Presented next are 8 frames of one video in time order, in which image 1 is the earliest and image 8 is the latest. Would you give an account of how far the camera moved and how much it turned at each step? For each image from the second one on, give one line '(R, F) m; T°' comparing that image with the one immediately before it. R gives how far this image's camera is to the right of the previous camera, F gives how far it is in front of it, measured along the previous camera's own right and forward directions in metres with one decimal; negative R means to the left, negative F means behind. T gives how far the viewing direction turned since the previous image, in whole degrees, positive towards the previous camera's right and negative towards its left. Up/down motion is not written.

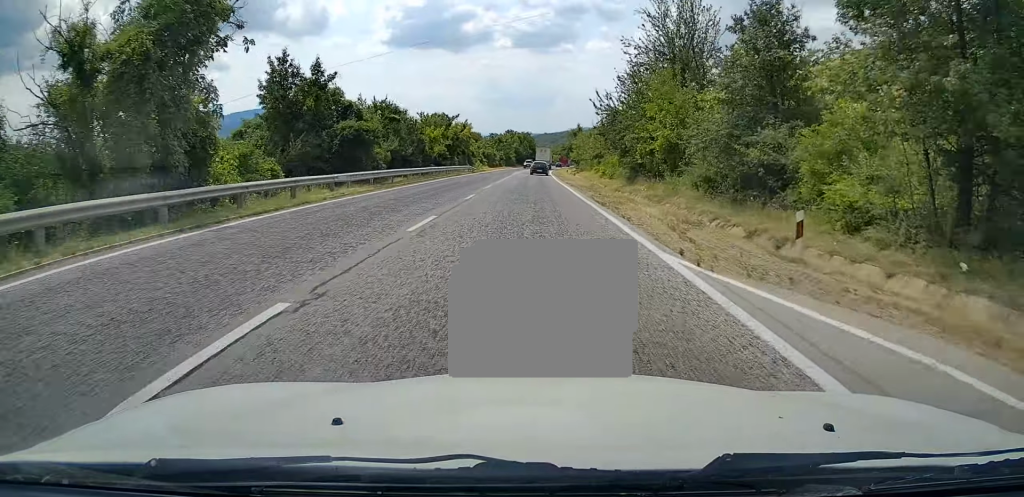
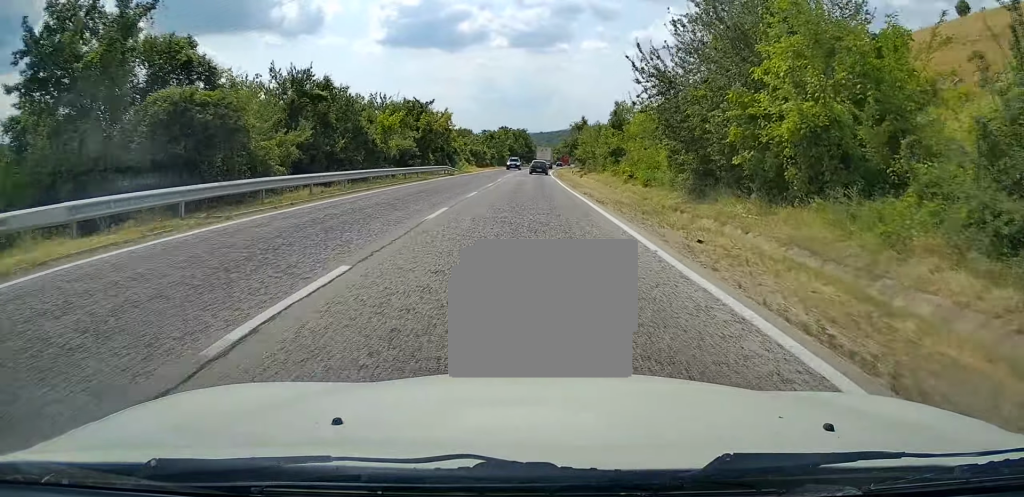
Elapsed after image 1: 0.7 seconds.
(0.0, +16.3) m; 0°
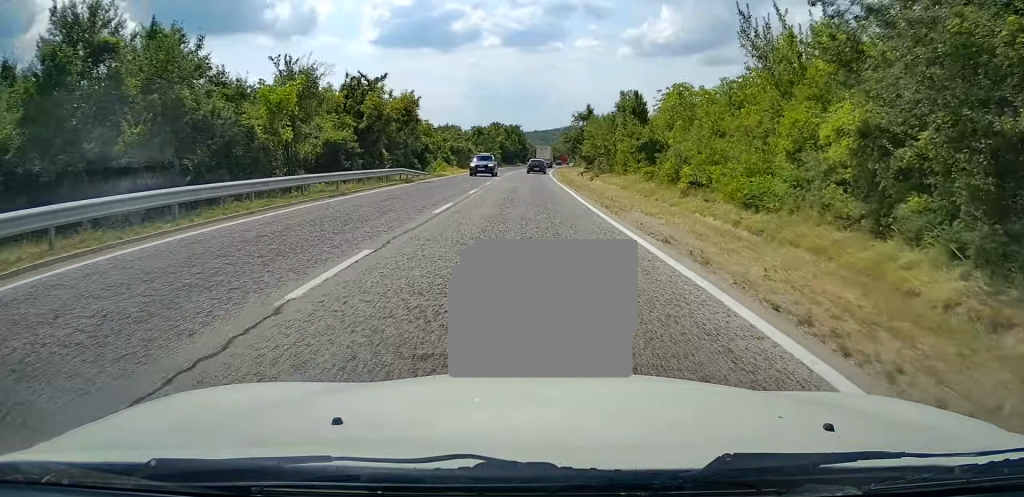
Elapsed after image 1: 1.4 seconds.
(0.0, +16.4) m; 0°
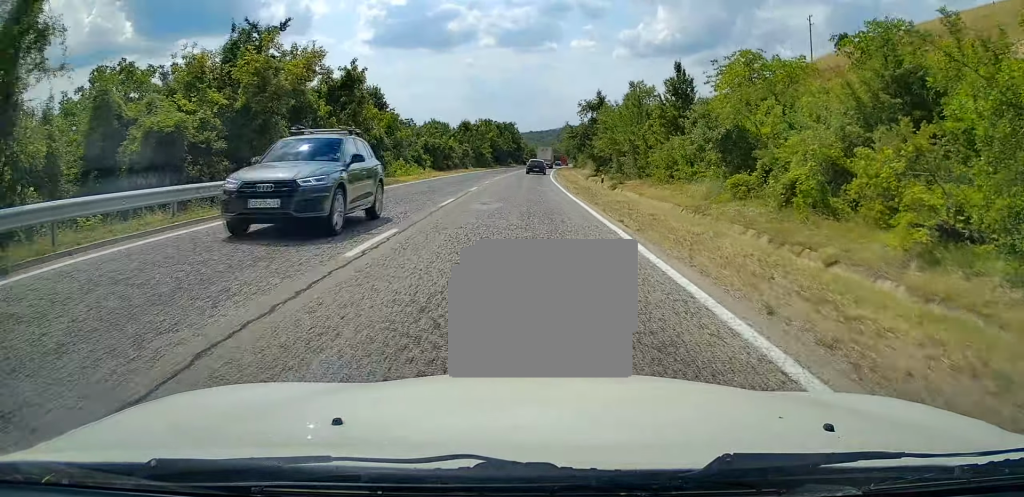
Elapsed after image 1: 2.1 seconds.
(0.0, +15.7) m; 0°
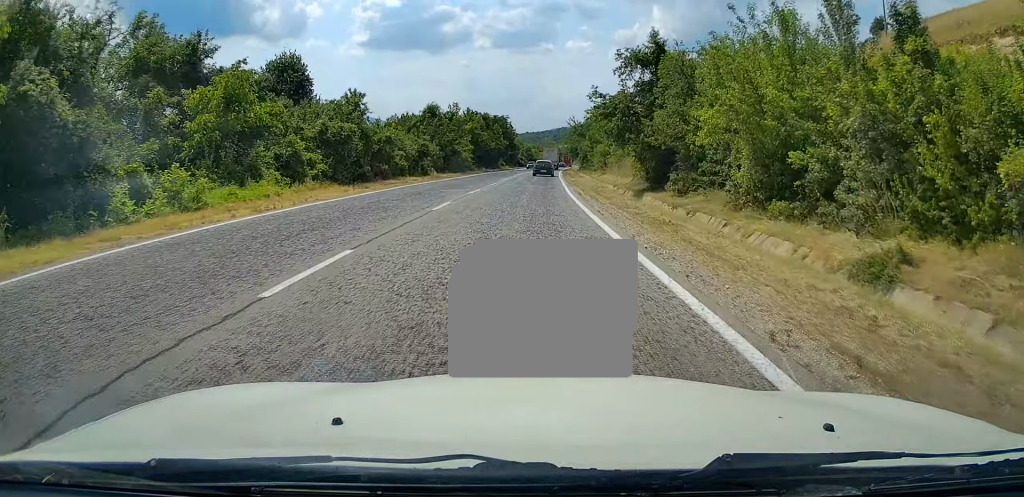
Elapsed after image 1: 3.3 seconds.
(+0.3, +28.4) m; +1°
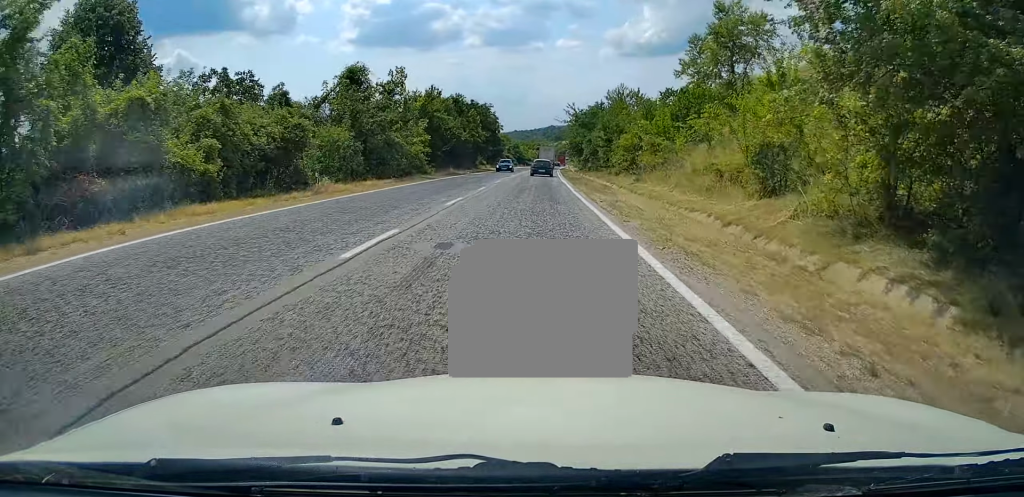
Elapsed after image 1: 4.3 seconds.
(+0.2, +25.3) m; +1°
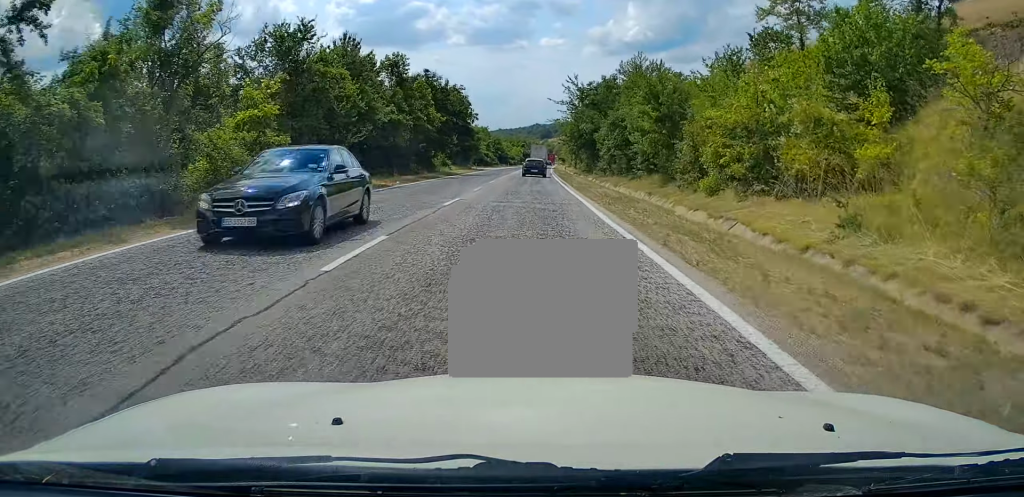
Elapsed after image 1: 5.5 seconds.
(0.0, +27.7) m; +1°
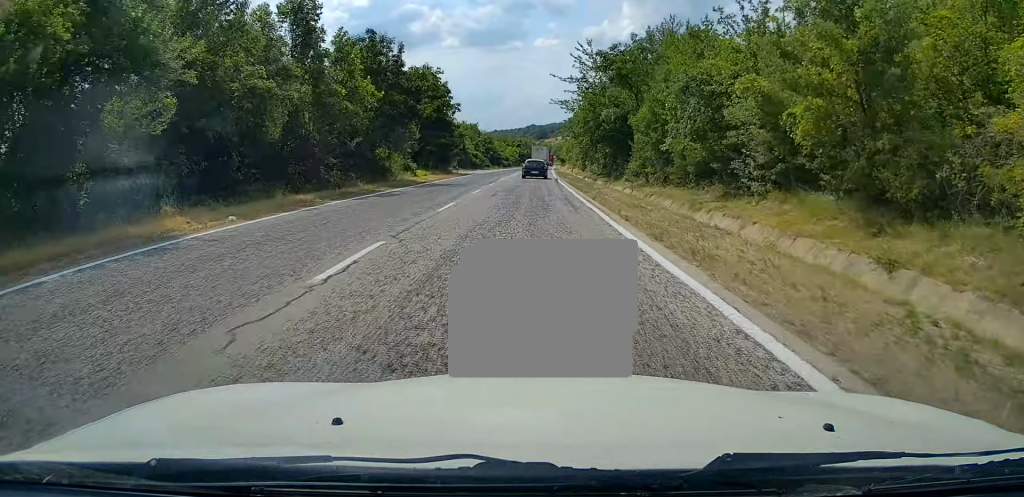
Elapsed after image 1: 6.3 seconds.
(+0.3, +18.9) m; +1°
